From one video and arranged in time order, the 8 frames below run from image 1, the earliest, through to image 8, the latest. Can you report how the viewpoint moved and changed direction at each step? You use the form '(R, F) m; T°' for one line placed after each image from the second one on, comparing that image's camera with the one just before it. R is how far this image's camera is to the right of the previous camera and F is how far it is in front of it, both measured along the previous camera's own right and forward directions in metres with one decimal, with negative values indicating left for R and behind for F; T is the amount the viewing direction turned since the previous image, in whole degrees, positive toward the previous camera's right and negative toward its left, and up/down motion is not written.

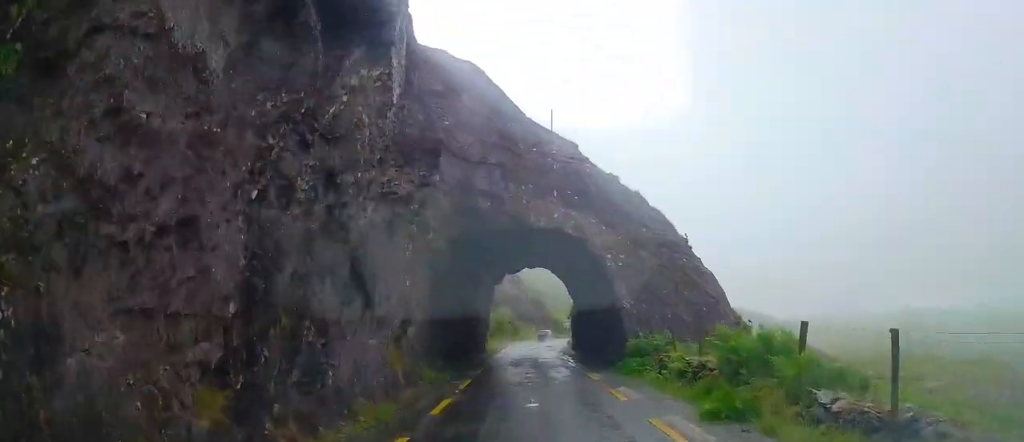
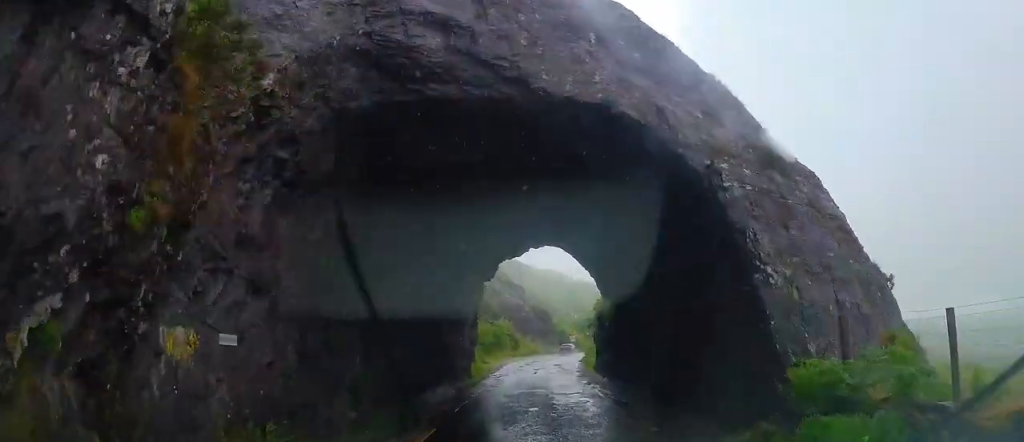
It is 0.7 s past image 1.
(0.0, +10.9) m; 0°
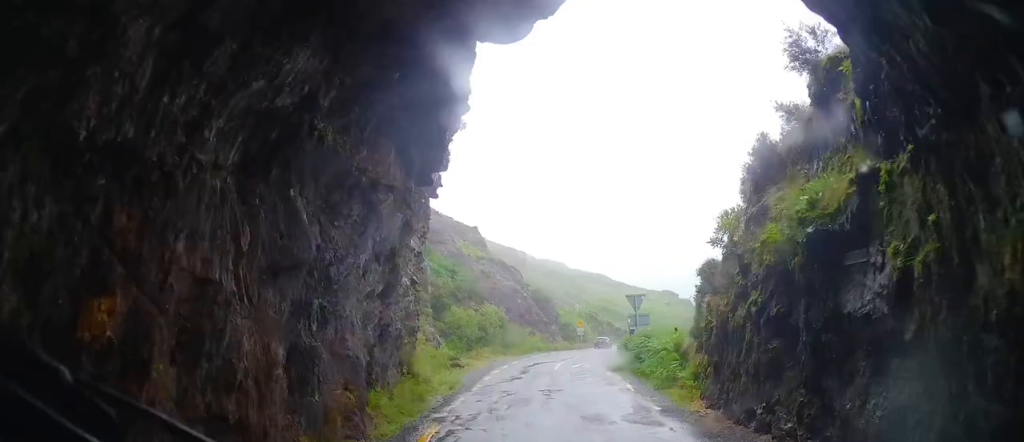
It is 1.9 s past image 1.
(-0.1, +17.0) m; -1°
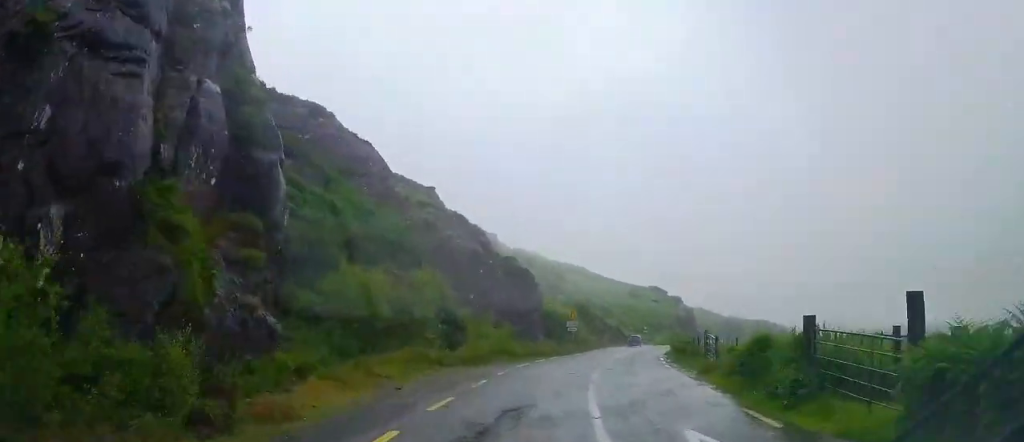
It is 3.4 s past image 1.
(+0.4, +23.2) m; +4°
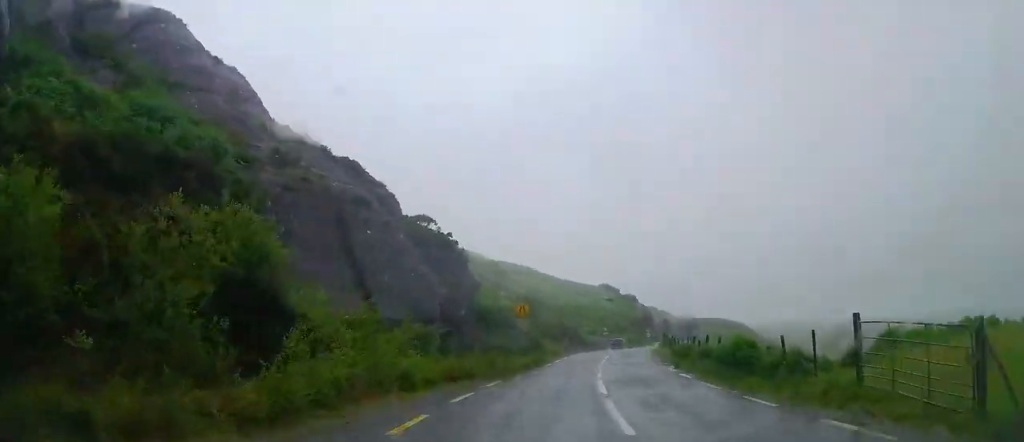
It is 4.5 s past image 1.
(+0.6, +15.0) m; +4°
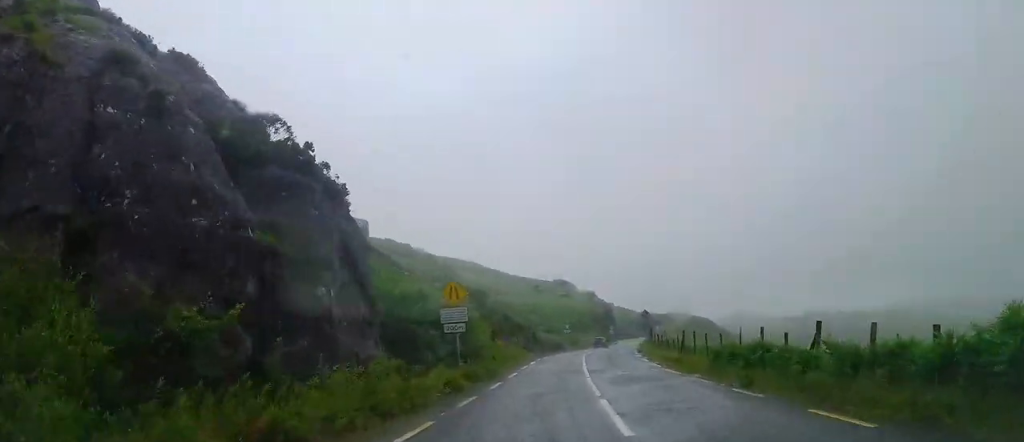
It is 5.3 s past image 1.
(+0.1, +12.5) m; +5°
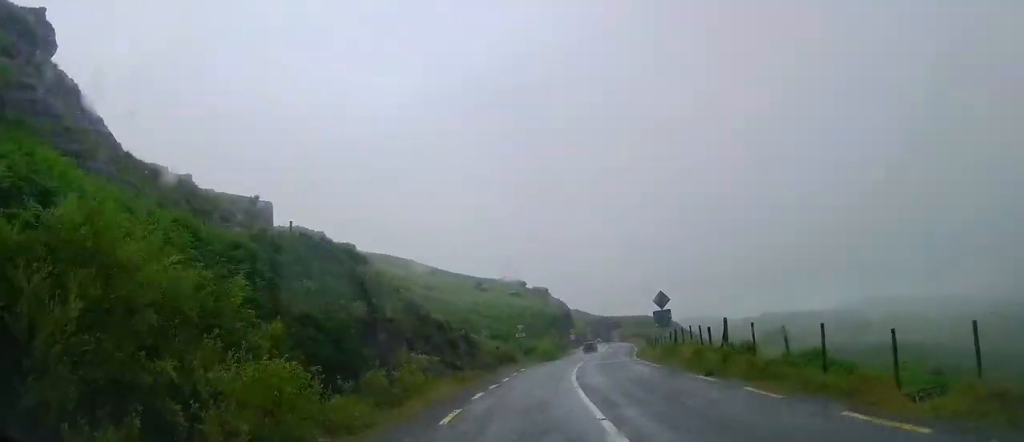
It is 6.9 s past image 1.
(+2.2, +23.1) m; +7°
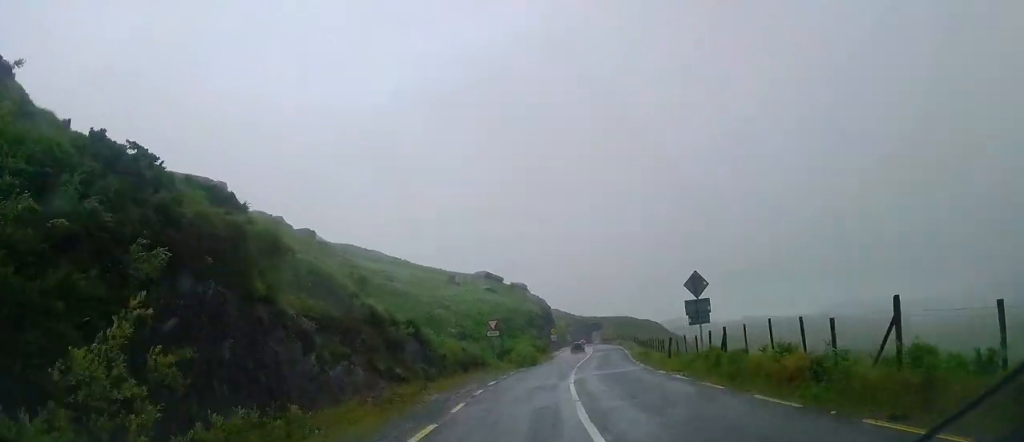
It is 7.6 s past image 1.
(+0.1, +9.8) m; +1°
